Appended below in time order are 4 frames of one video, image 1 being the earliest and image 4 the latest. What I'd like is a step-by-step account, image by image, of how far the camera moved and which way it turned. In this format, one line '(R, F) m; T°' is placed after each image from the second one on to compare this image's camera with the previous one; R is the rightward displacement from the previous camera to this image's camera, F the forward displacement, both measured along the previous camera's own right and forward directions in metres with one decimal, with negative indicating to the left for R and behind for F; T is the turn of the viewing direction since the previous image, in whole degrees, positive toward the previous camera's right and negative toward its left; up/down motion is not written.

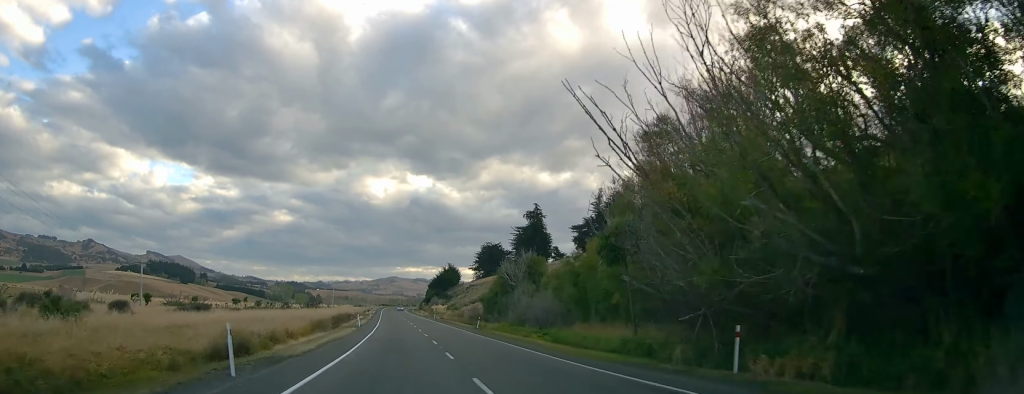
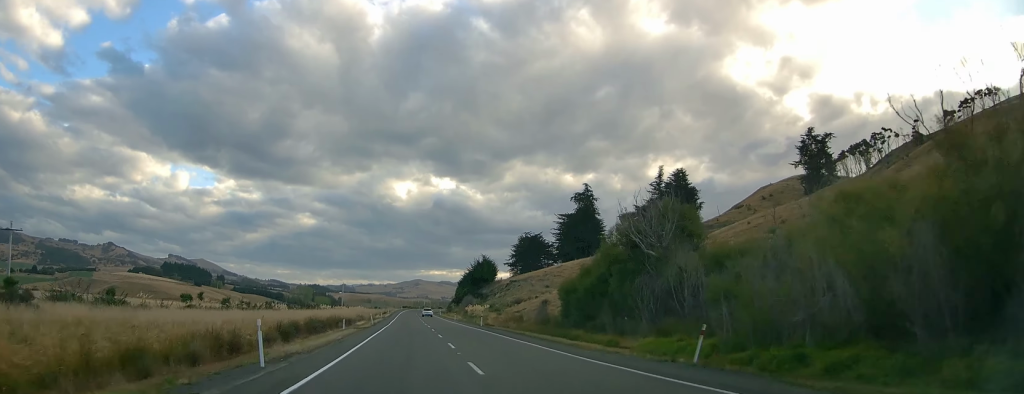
(-1.6, +46.5) m; -3°
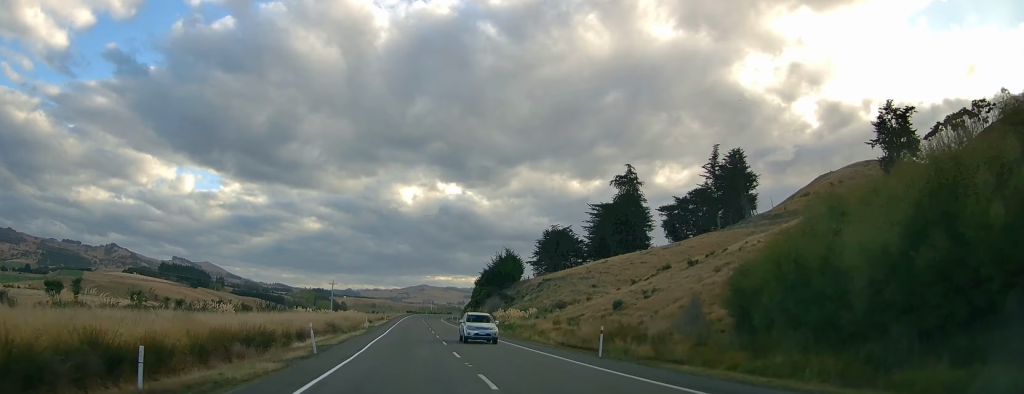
(-0.1, +41.1) m; -1°
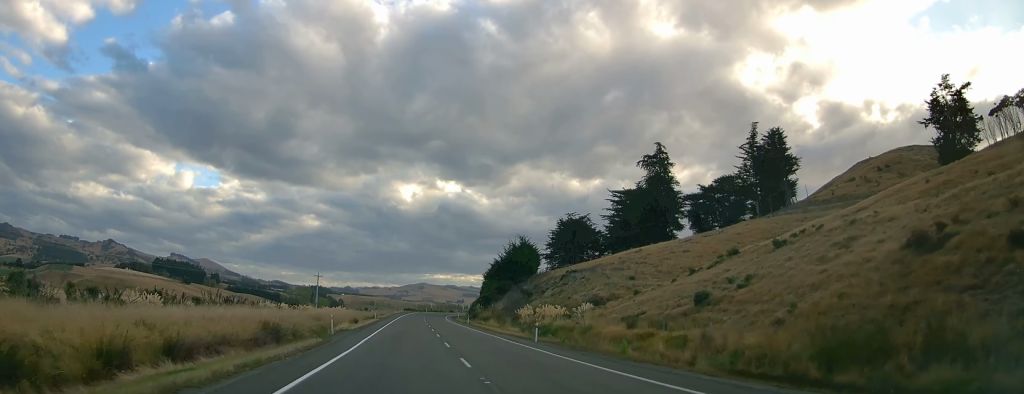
(-0.2, +25.0) m; 0°
